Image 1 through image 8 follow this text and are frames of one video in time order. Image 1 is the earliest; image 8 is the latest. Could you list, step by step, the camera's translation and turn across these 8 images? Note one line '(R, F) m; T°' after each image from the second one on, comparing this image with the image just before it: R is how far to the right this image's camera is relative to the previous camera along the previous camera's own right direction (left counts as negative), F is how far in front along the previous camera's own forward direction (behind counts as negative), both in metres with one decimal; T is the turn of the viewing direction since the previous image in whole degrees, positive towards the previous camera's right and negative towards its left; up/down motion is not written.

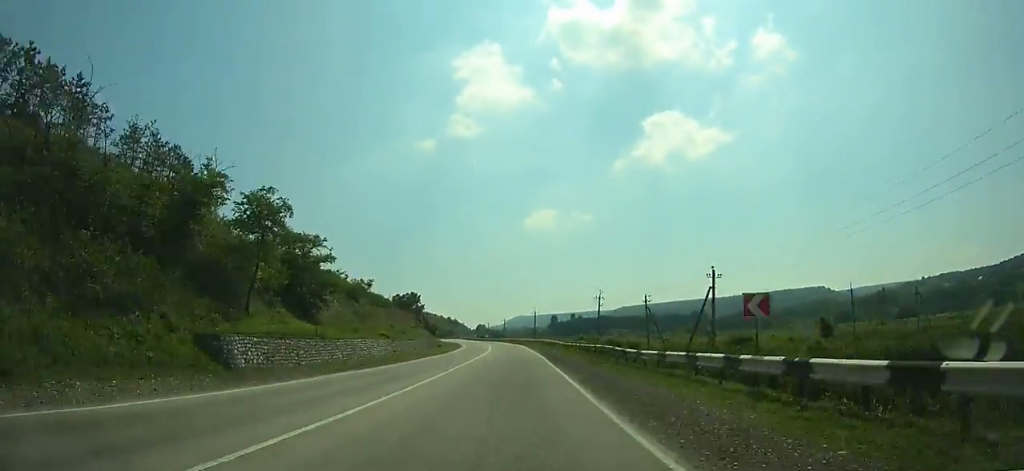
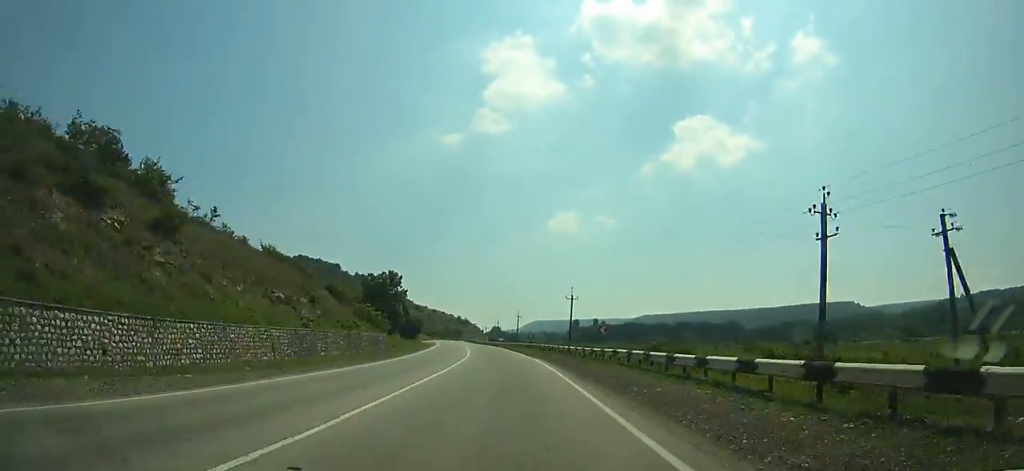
(-0.3, +60.4) m; -2°
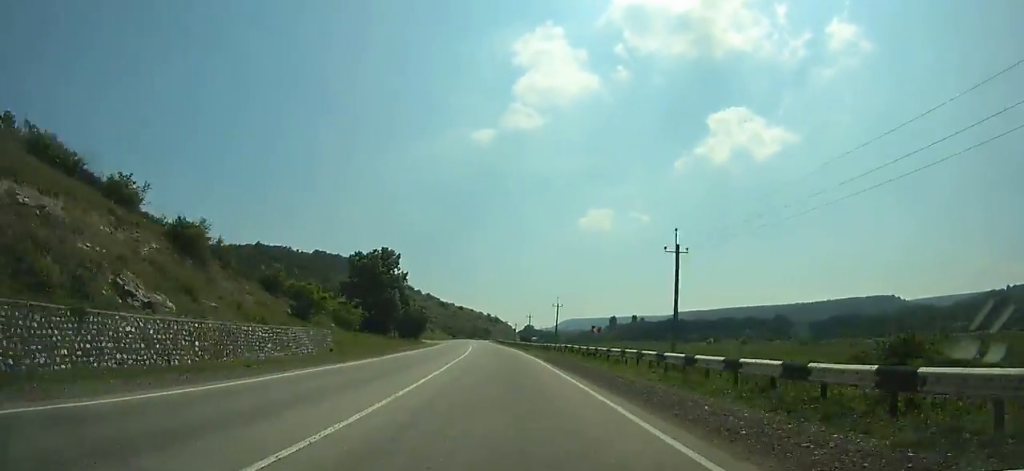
(-1.3, +37.8) m; -3°
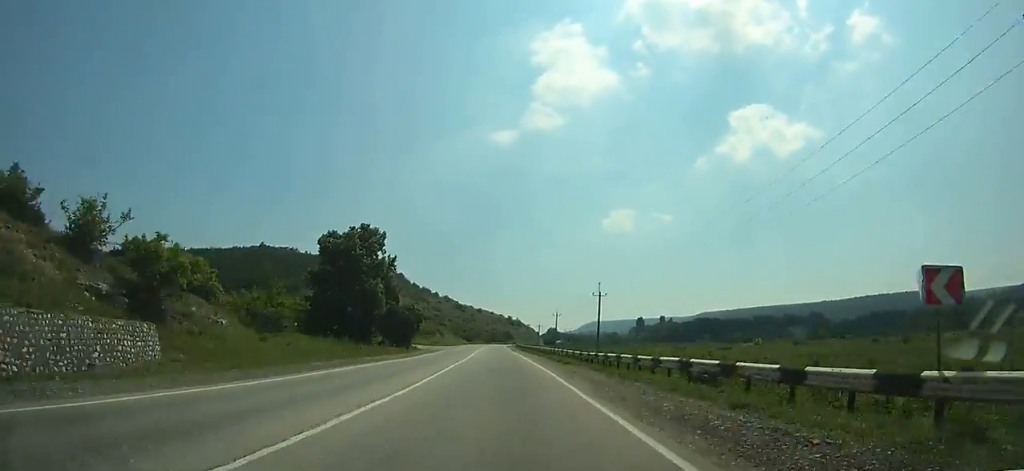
(-0.3, +27.1) m; -2°
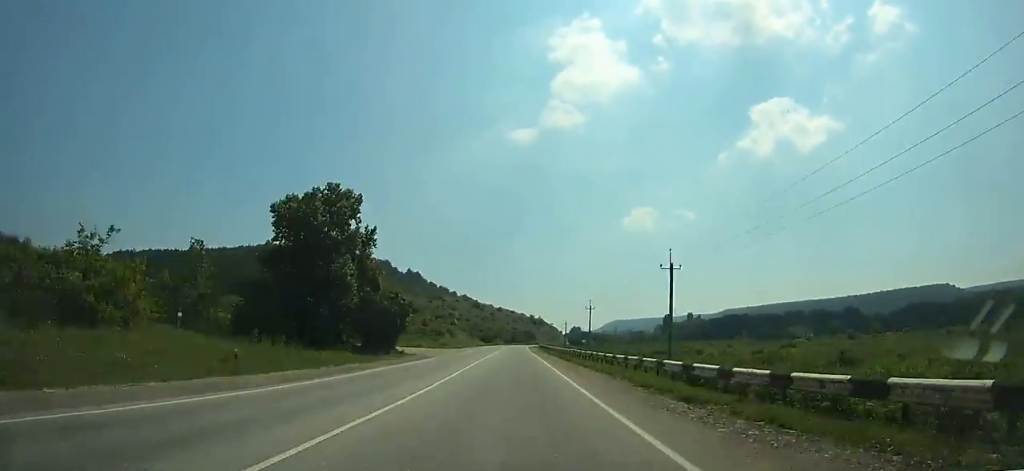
(-0.7, +23.7) m; -1°
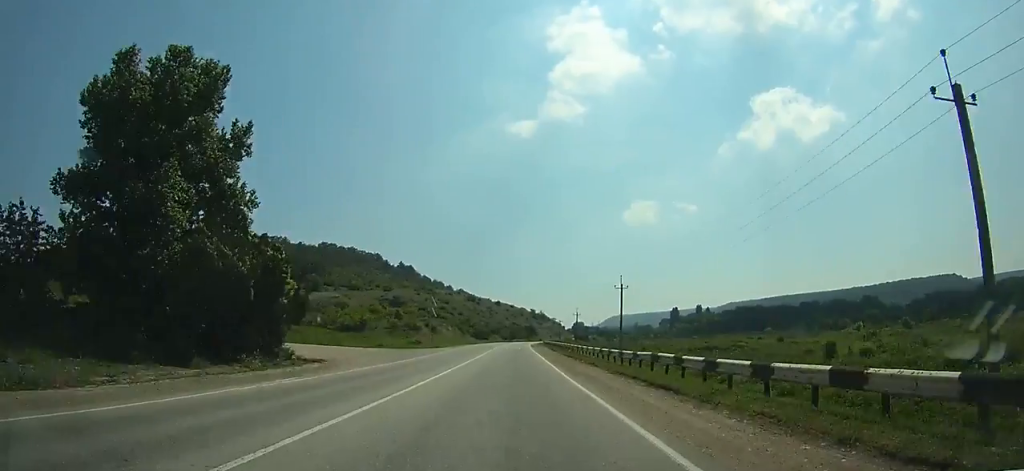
(-0.4, +29.2) m; -1°
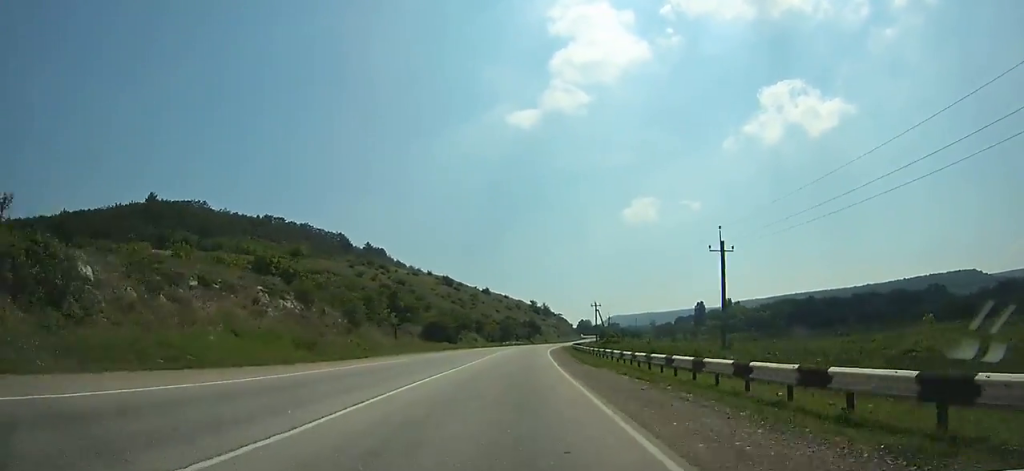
(-0.5, +90.3) m; +1°
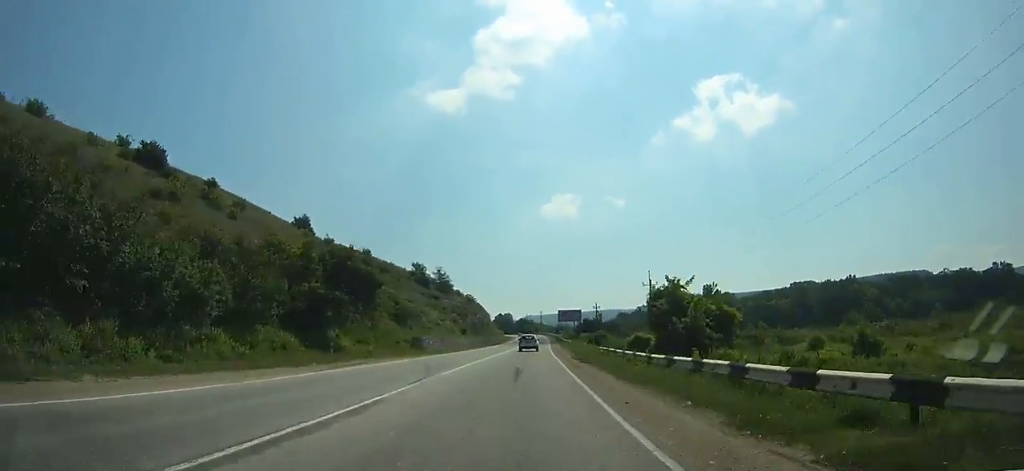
(+8.4, +138.9) m; +7°
